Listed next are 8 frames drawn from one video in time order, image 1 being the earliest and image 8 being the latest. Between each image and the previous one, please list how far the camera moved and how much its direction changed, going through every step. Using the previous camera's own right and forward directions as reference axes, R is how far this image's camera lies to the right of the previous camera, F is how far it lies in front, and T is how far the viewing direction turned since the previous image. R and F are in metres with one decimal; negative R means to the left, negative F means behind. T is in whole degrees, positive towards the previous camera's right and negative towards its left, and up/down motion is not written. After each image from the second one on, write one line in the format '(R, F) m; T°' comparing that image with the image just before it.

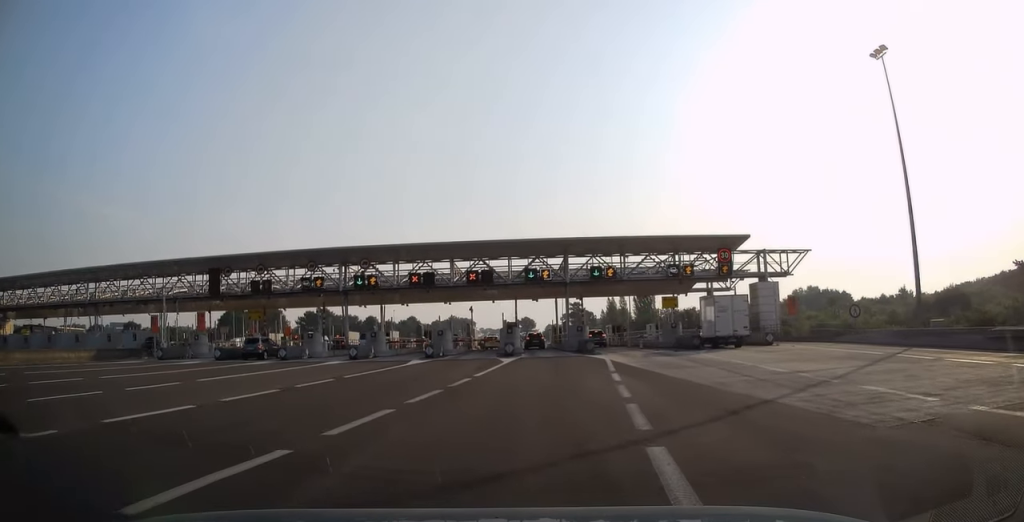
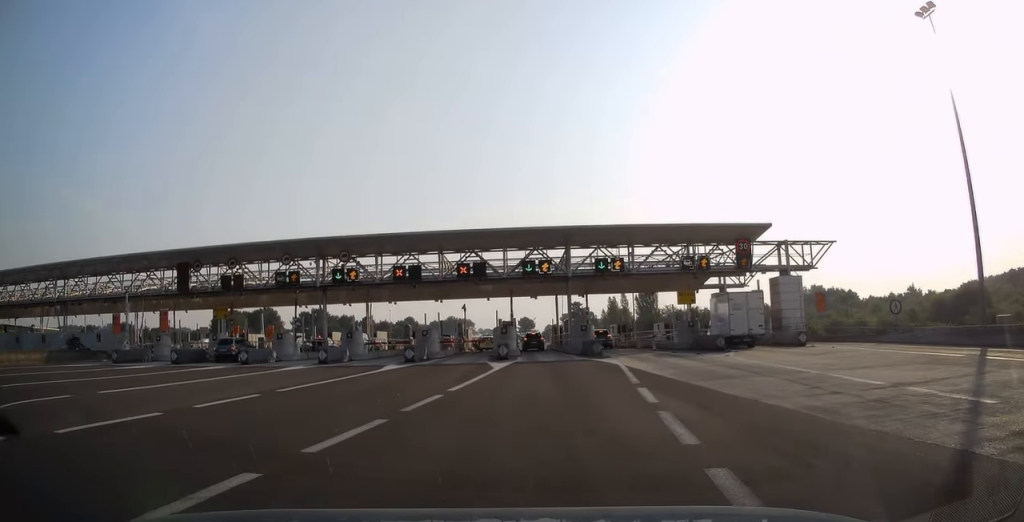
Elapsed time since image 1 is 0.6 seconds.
(0.0, +5.4) m; +1°
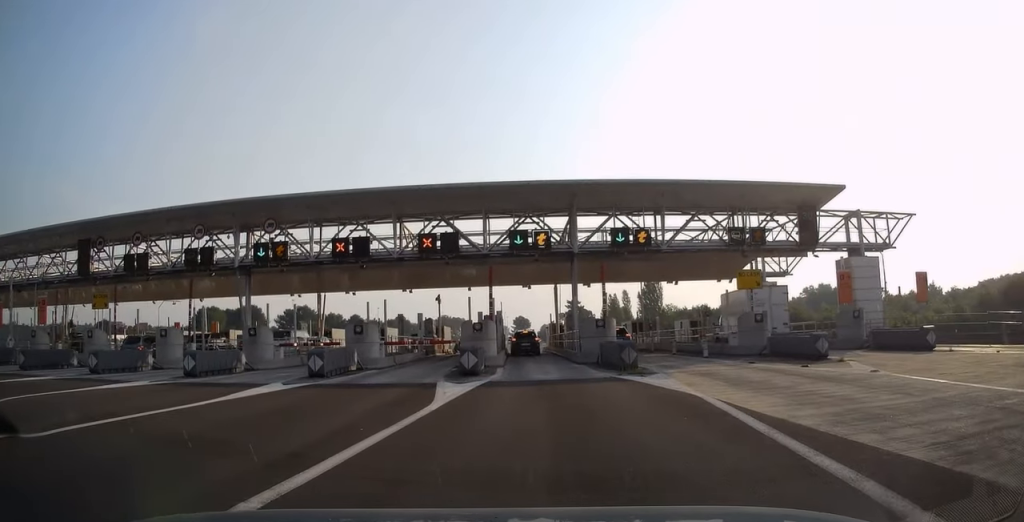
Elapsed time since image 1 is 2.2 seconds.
(+0.4, +12.4) m; +2°
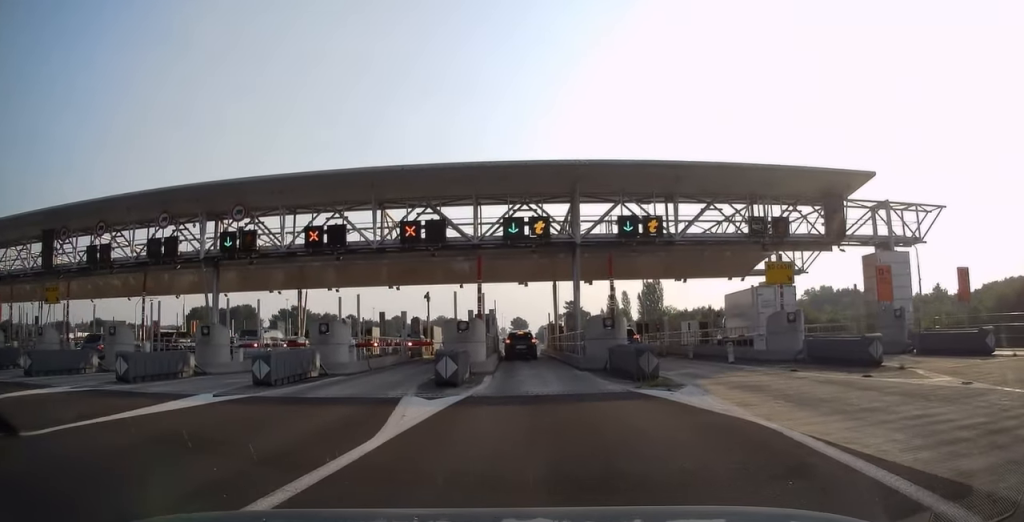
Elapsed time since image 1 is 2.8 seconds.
(+0.1, +3.6) m; 0°
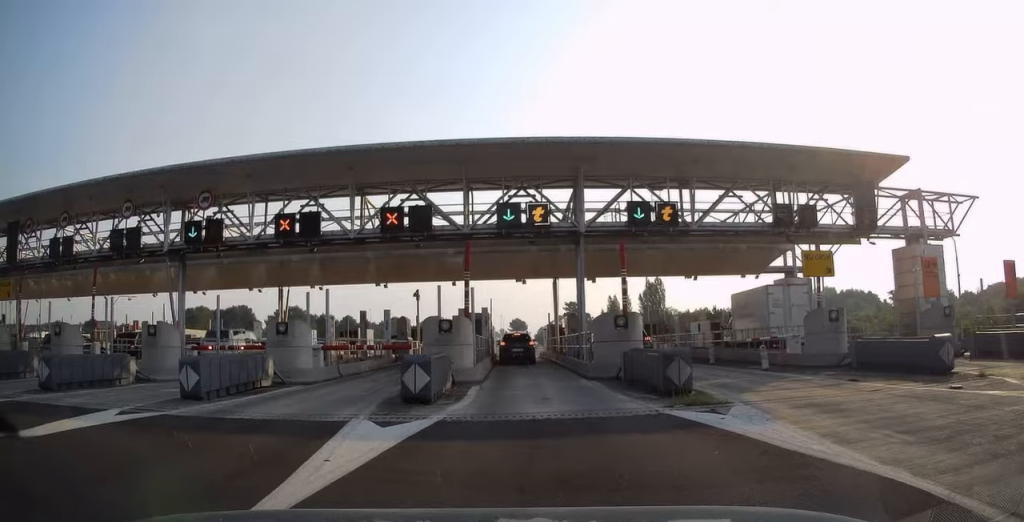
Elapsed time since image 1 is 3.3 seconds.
(-0.1, +3.2) m; -1°
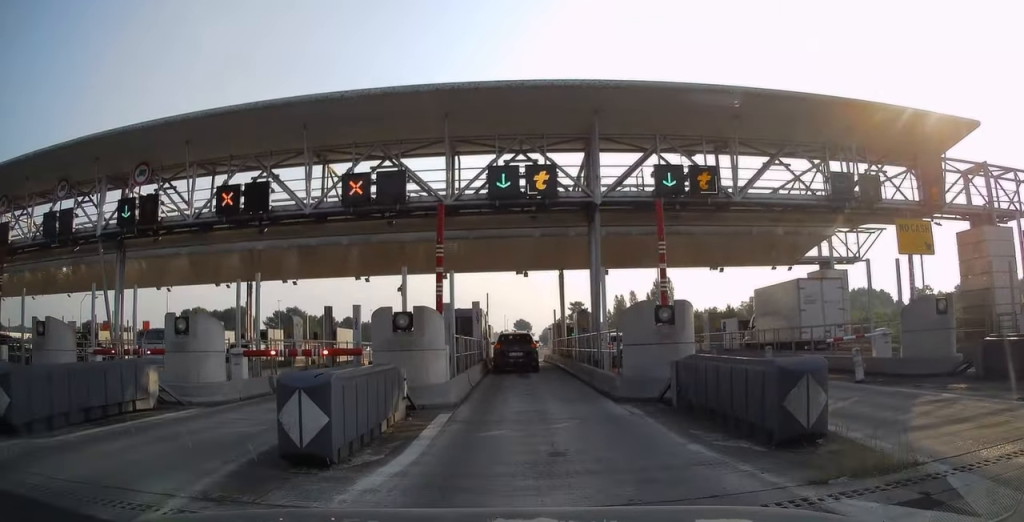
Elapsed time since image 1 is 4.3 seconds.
(0.0, +5.1) m; -1°
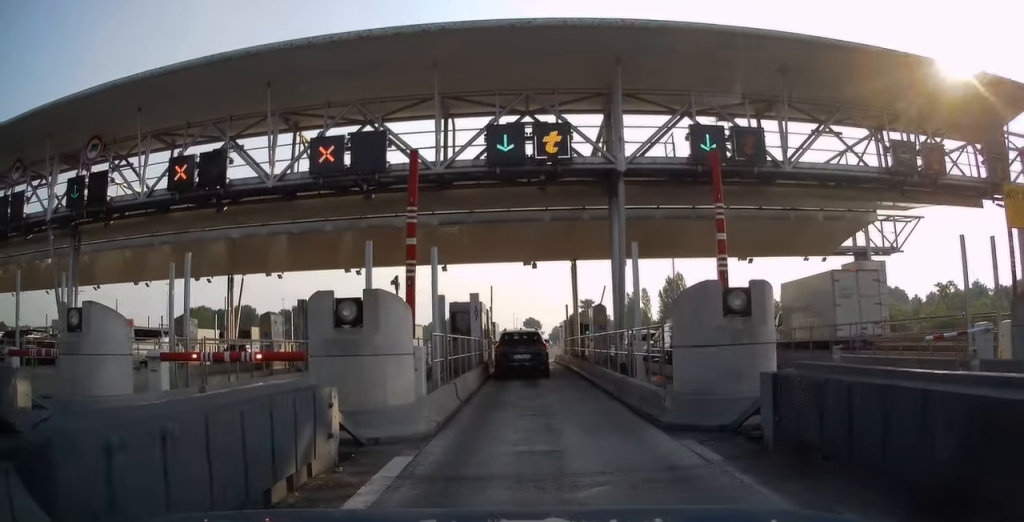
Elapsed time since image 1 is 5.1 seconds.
(-0.1, +3.4) m; -2°
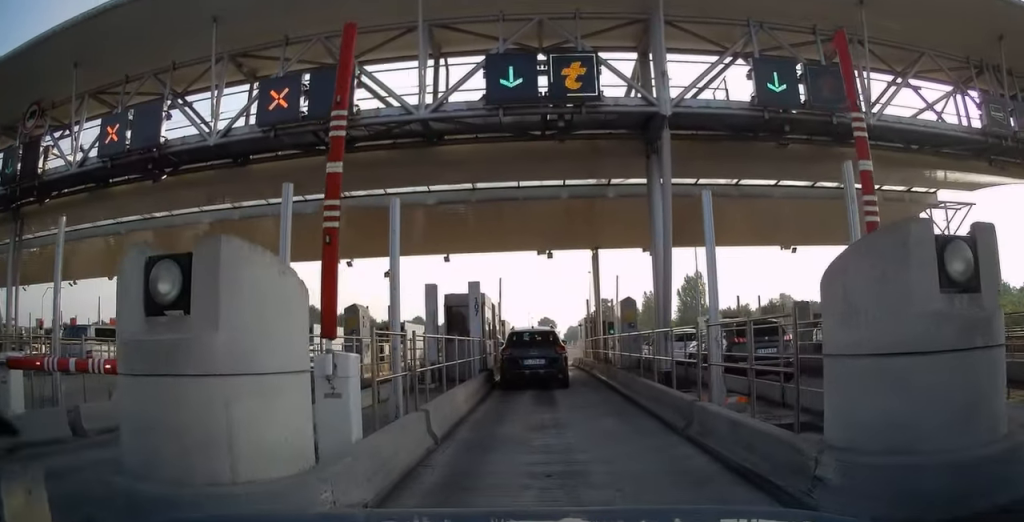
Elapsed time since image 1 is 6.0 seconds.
(-0.1, +3.7) m; -1°
